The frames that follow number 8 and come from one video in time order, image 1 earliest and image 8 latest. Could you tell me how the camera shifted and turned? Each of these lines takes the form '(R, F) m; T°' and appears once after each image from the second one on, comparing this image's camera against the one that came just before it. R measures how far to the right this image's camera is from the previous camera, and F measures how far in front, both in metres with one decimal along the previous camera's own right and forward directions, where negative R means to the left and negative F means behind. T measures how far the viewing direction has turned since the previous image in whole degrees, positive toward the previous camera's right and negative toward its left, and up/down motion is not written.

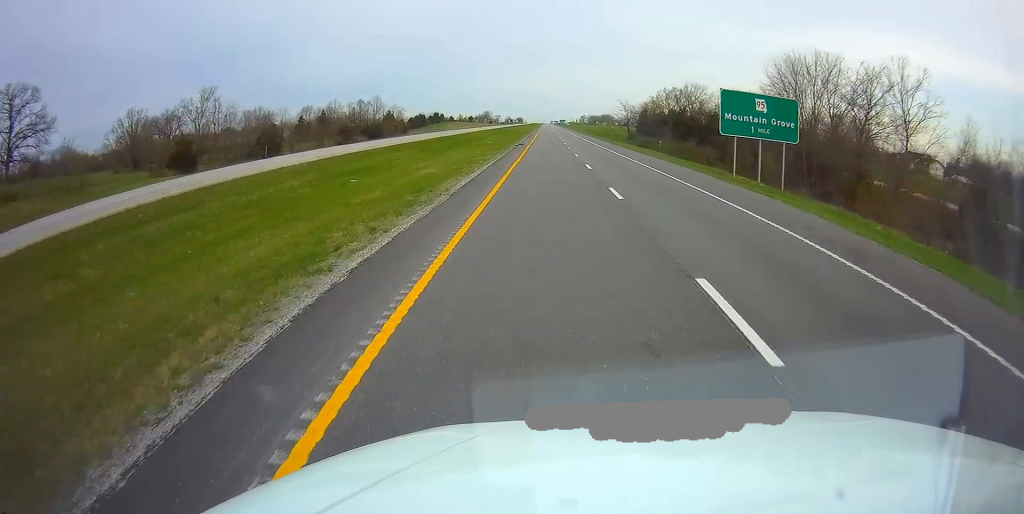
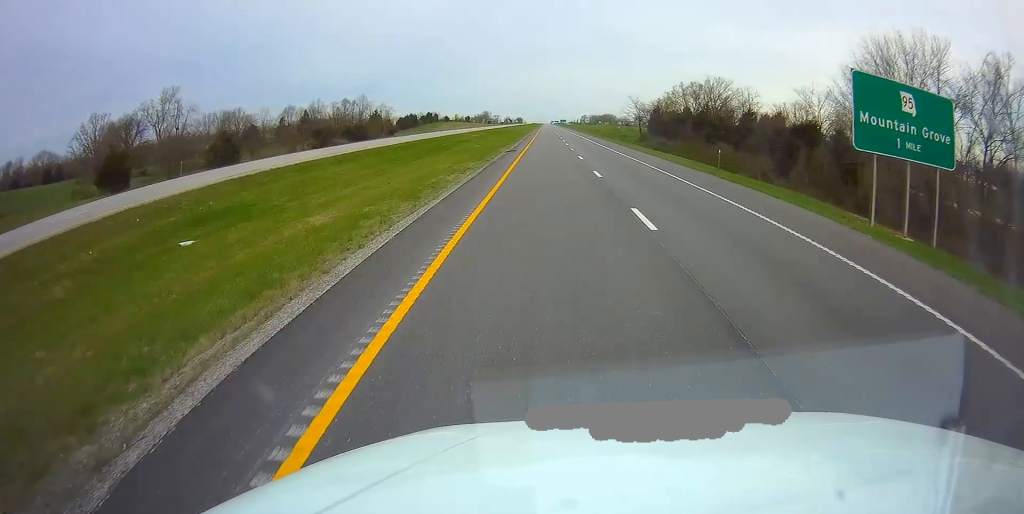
(0.0, +17.5) m; 0°
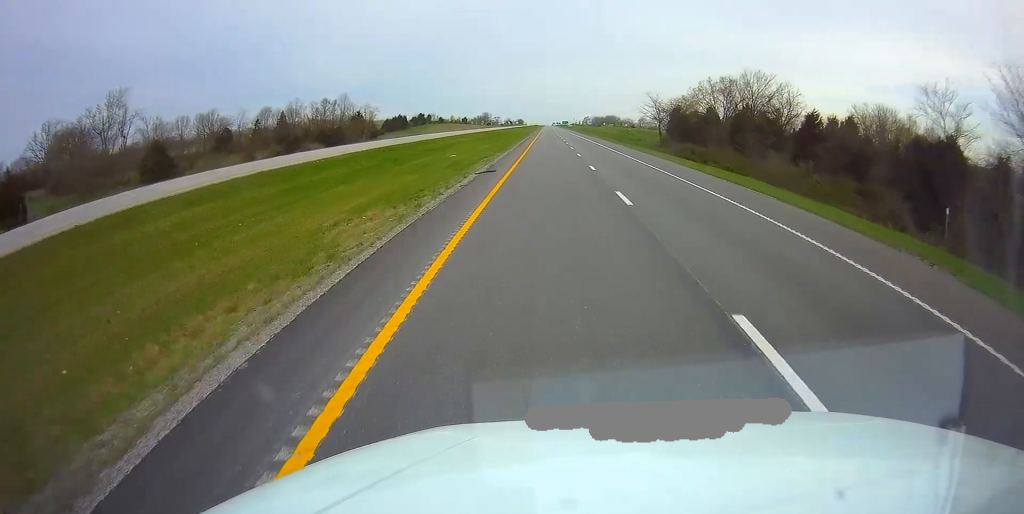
(0.0, +20.5) m; 0°
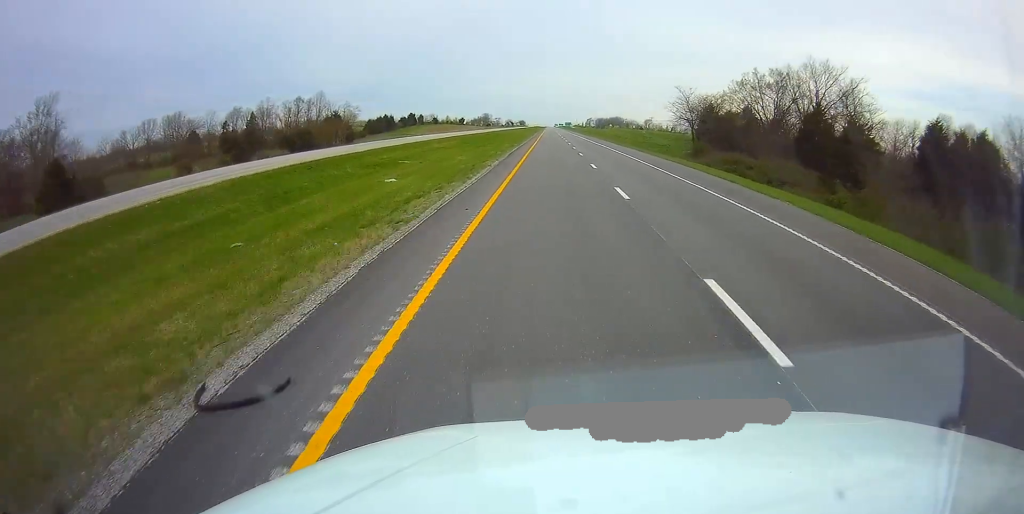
(0.0, +22.4) m; 0°
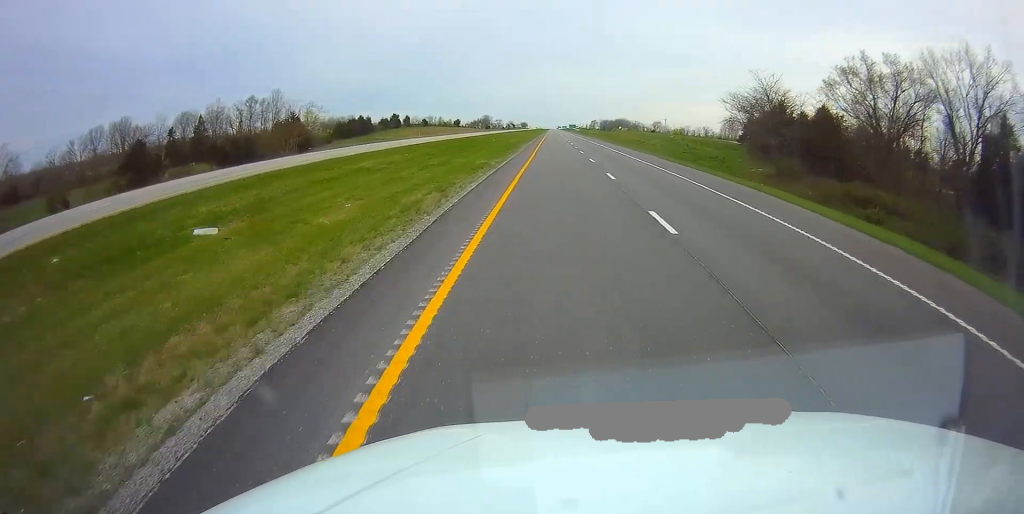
(0.0, +29.5) m; 0°
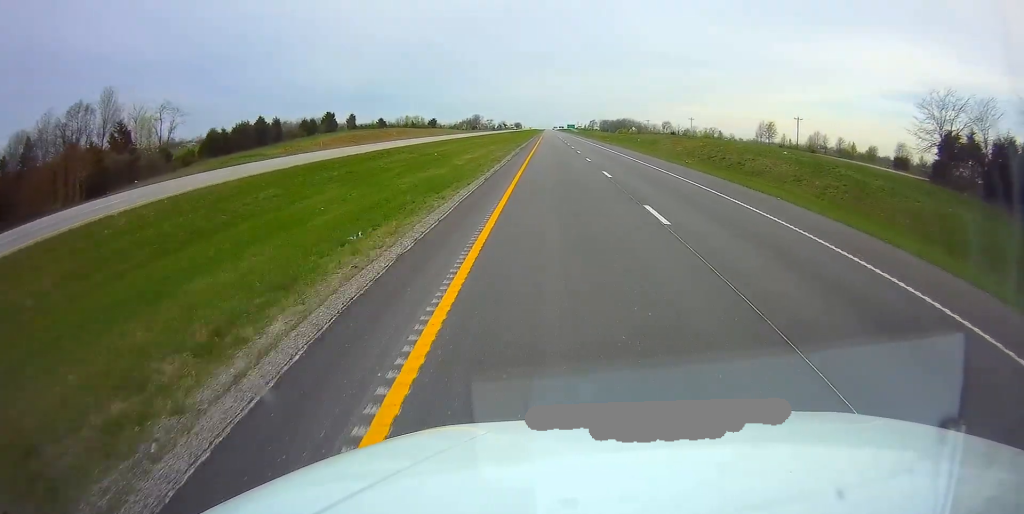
(0.0, +58.9) m; 0°
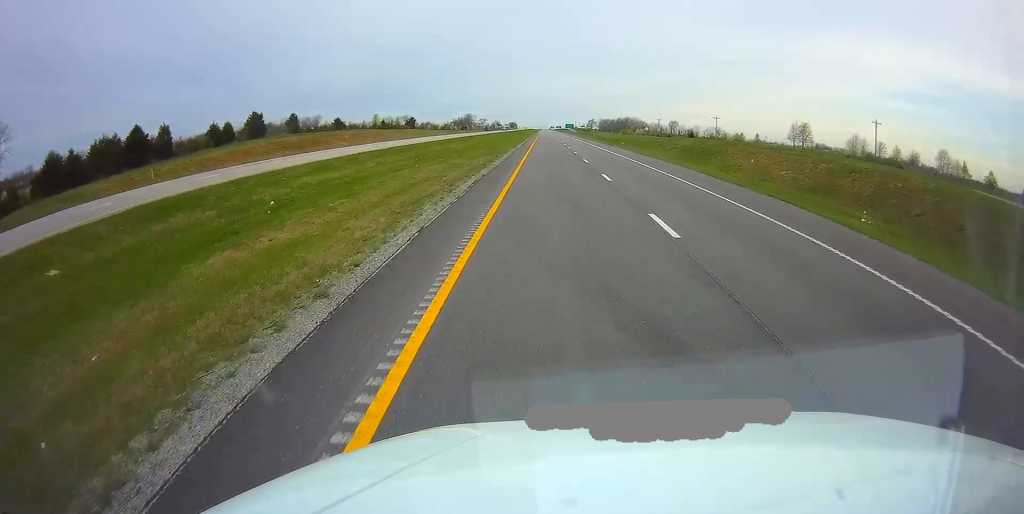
(+0.1, +37.8) m; 0°
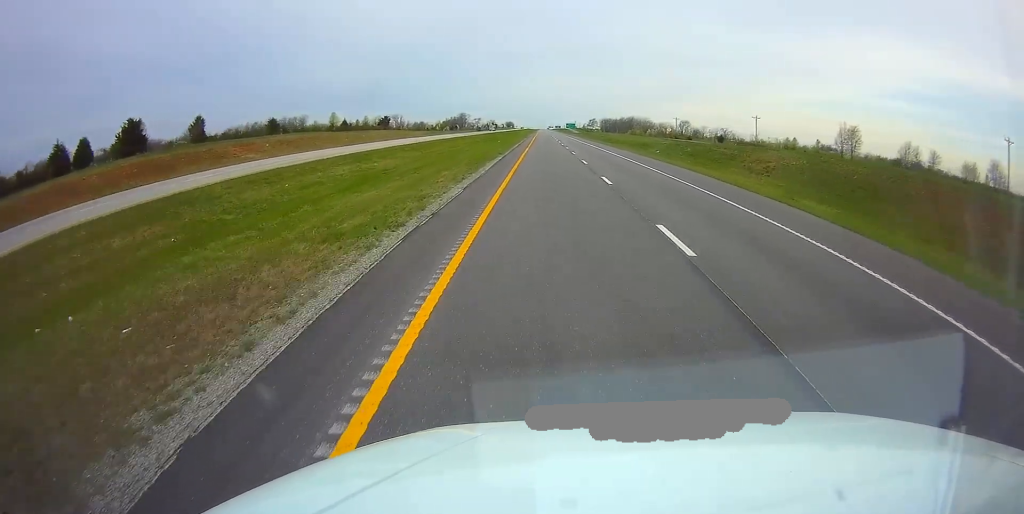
(+0.2, +38.0) m; 0°
